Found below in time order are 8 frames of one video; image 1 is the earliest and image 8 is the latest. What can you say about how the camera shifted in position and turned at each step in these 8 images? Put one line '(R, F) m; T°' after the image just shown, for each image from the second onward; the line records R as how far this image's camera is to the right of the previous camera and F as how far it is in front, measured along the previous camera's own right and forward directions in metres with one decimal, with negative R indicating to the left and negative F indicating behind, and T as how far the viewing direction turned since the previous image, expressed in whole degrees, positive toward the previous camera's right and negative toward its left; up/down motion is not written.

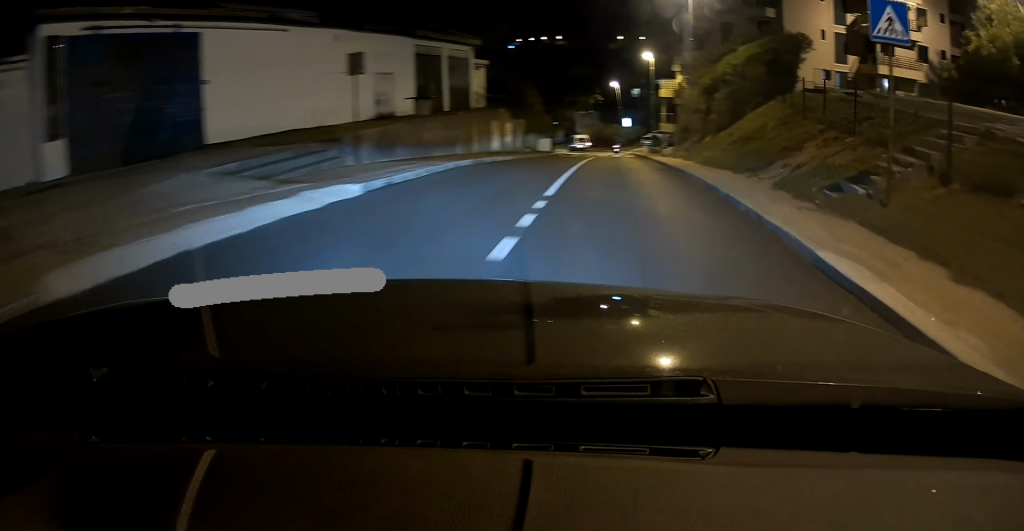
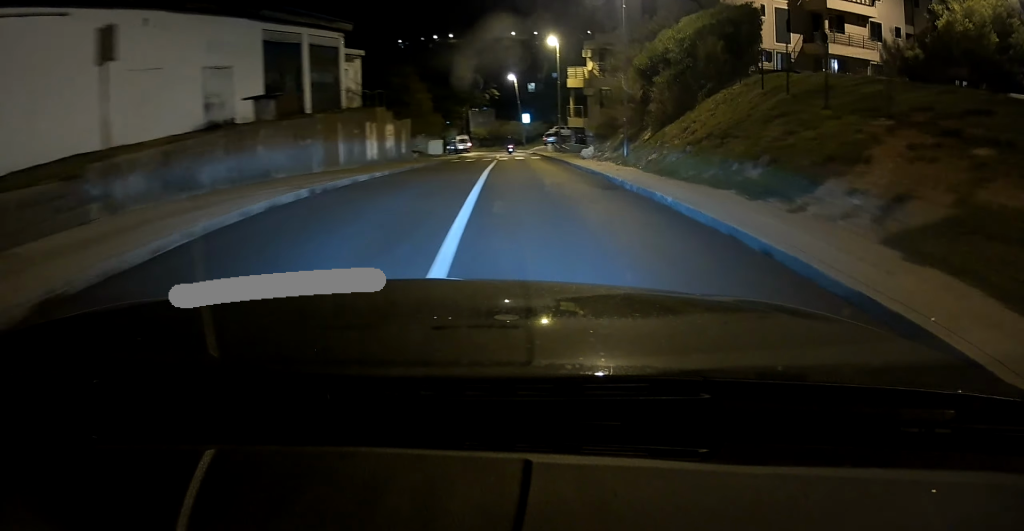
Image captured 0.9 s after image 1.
(+0.4, +7.8) m; +5°
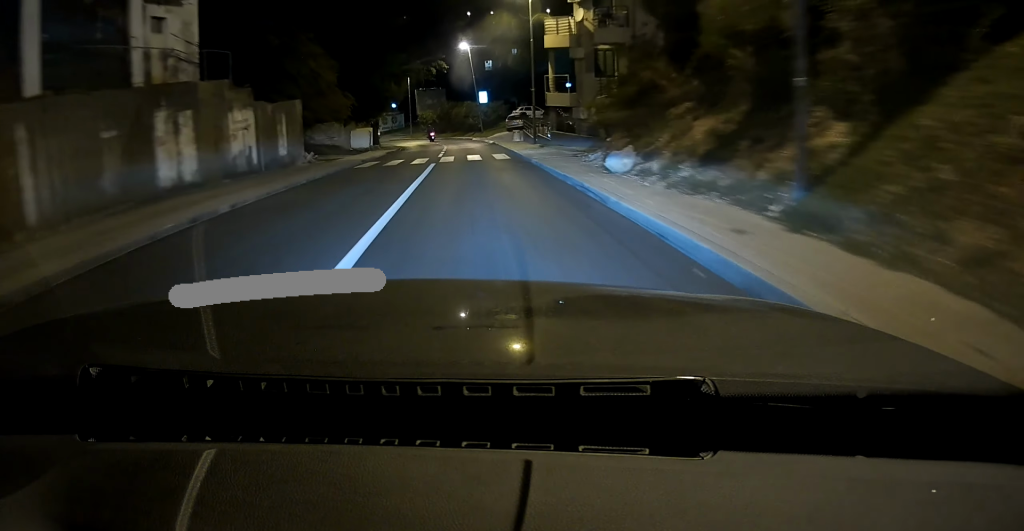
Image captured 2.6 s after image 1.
(+1.5, +16.2) m; +4°
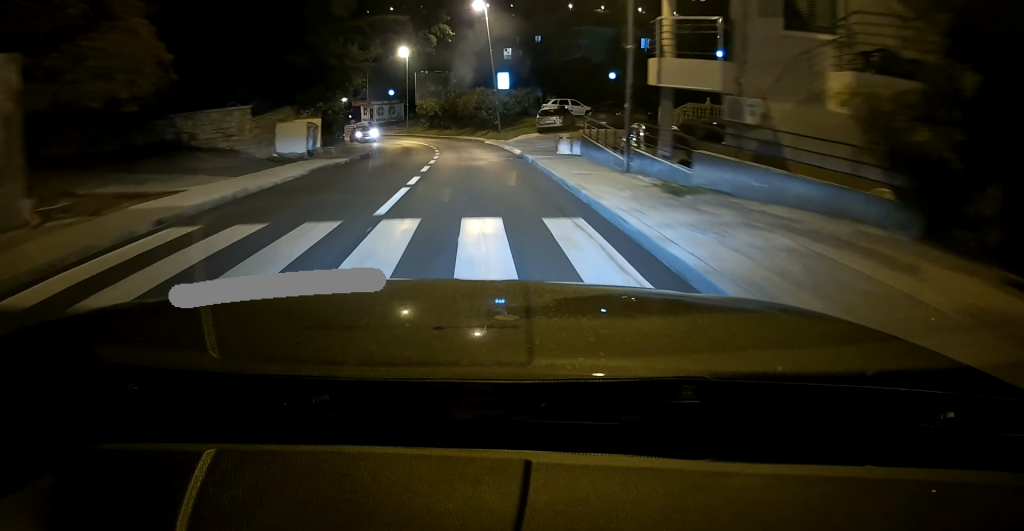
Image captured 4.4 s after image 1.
(-0.4, +18.8) m; -4°
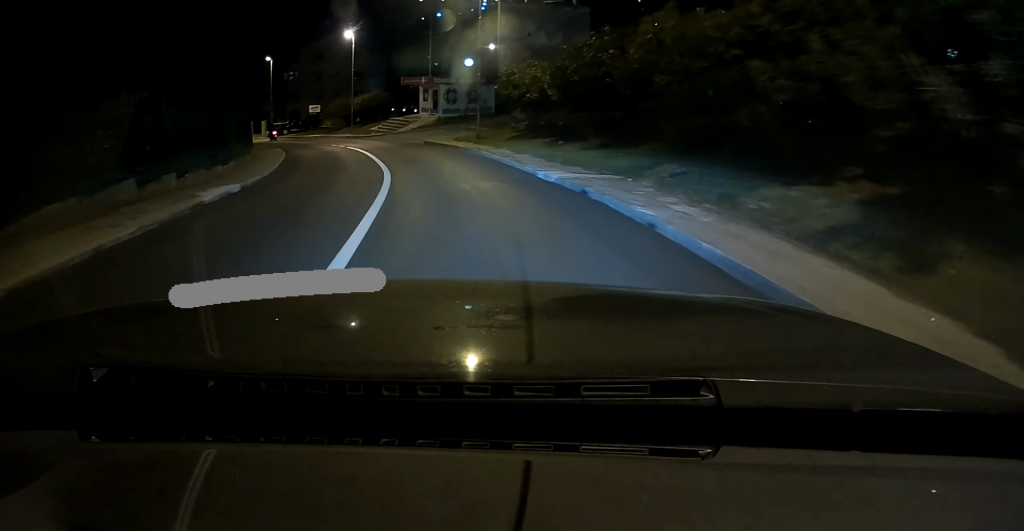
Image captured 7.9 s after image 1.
(-4.6, +38.9) m; -14°
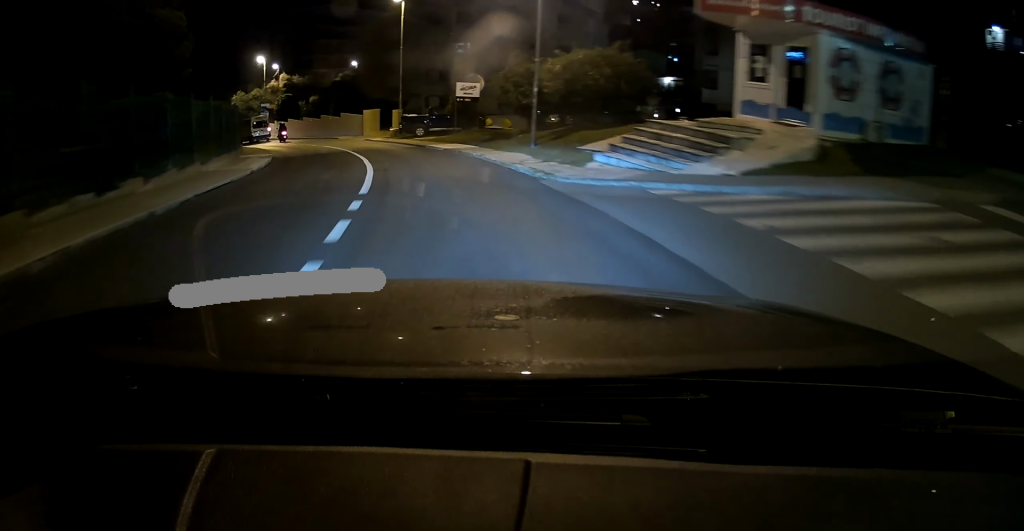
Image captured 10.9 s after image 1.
(-3.7, +34.5) m; -14°
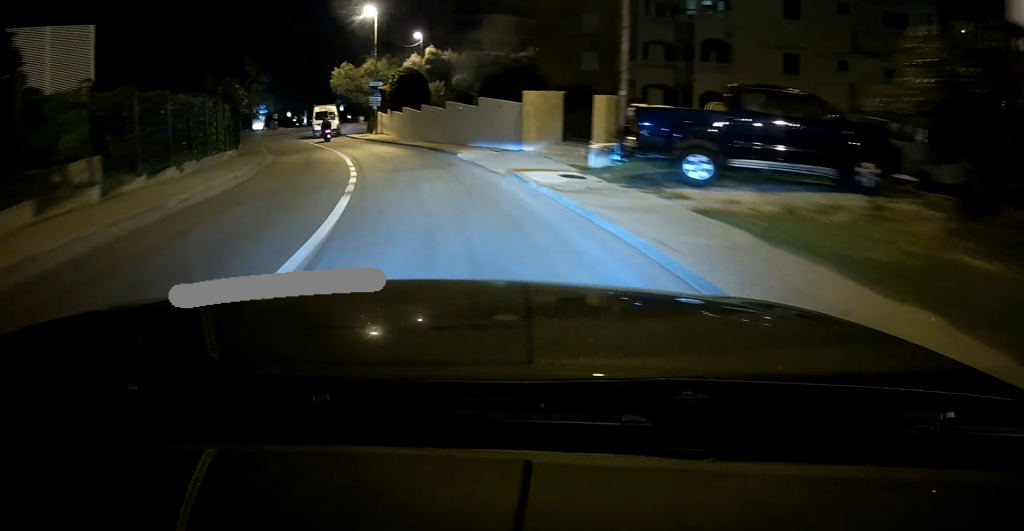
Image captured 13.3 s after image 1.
(-3.9, +26.5) m; -17°
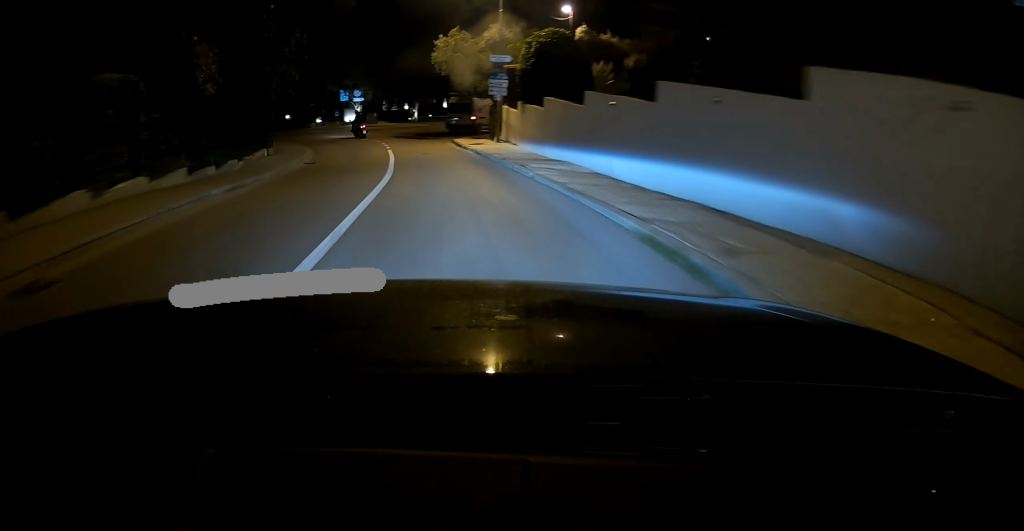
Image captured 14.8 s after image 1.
(-1.8, +16.8) m; -8°
